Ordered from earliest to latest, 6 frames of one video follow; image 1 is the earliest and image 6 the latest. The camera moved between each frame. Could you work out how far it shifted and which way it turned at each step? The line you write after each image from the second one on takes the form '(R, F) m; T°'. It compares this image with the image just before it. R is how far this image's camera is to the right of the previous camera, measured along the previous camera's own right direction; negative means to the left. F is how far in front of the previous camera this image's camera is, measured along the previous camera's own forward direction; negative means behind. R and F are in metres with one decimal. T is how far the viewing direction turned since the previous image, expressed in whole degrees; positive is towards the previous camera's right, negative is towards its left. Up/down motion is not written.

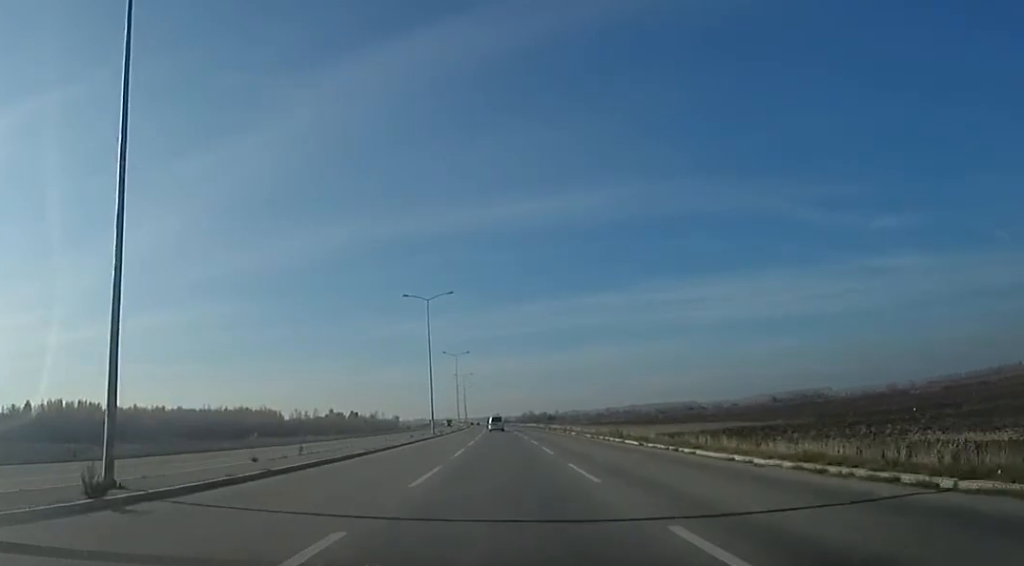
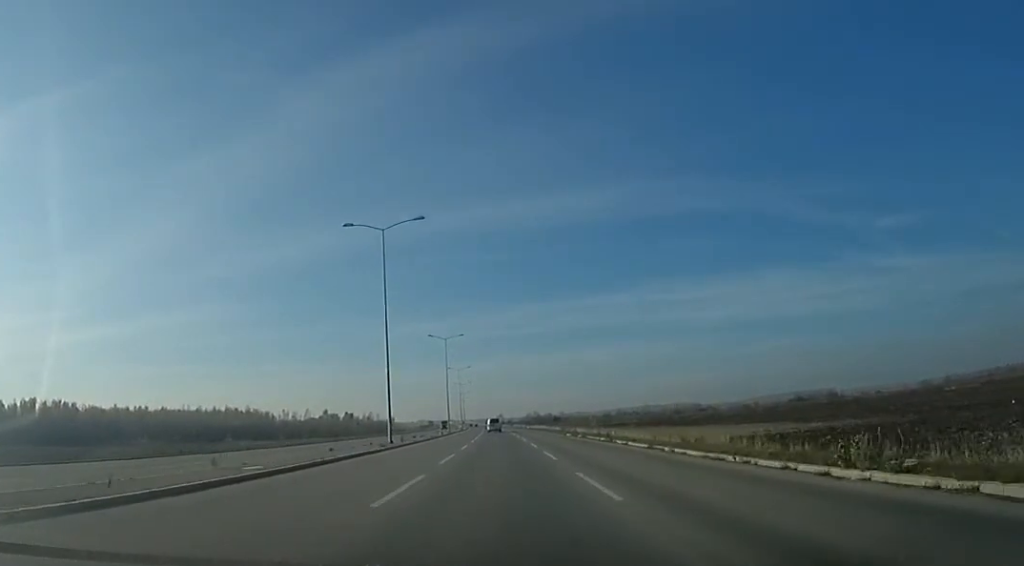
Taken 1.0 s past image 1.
(+0.6, +23.1) m; 0°
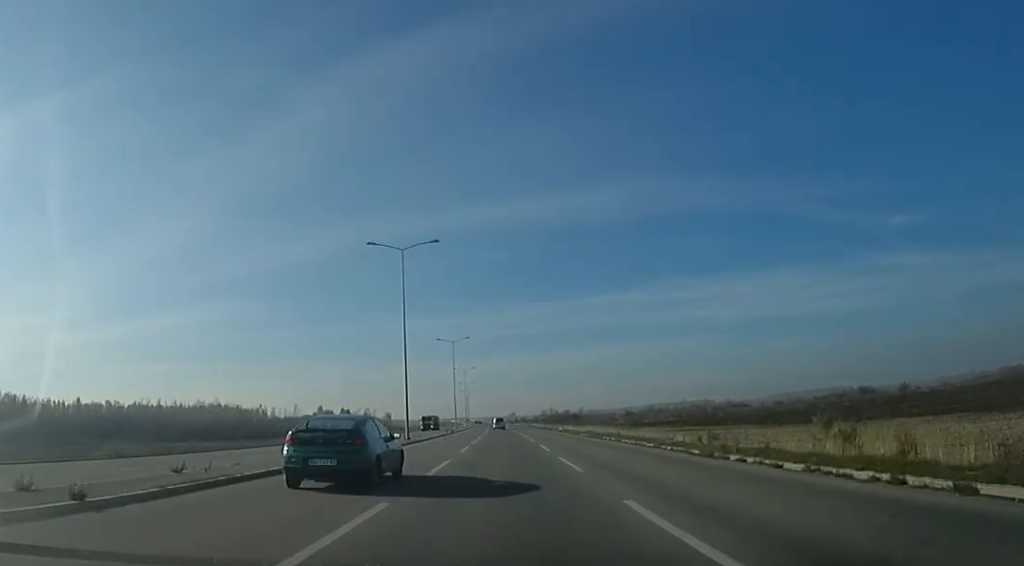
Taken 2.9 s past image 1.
(-1.2, +45.1) m; -2°
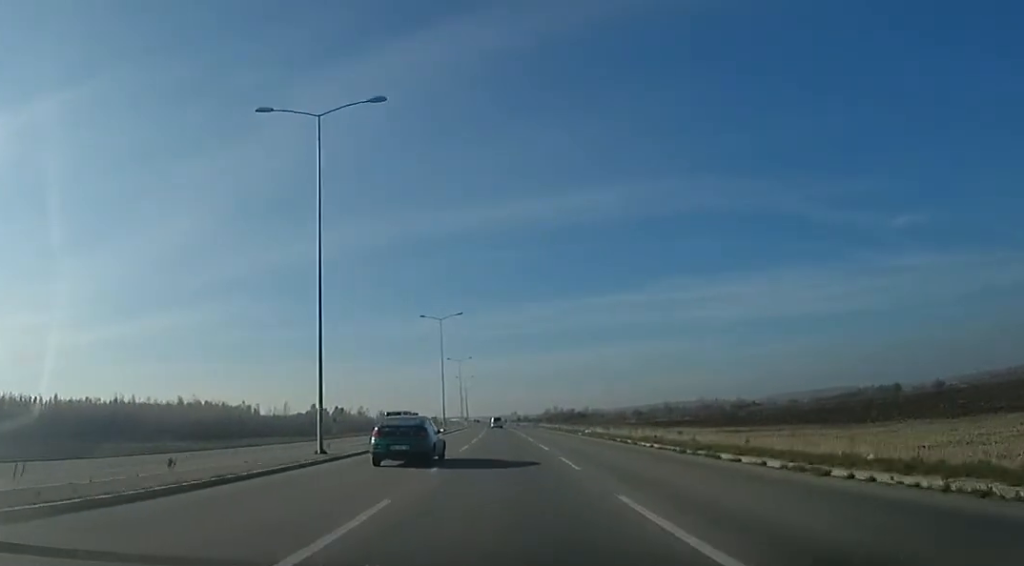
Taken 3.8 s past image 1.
(0.0, +19.8) m; -1°
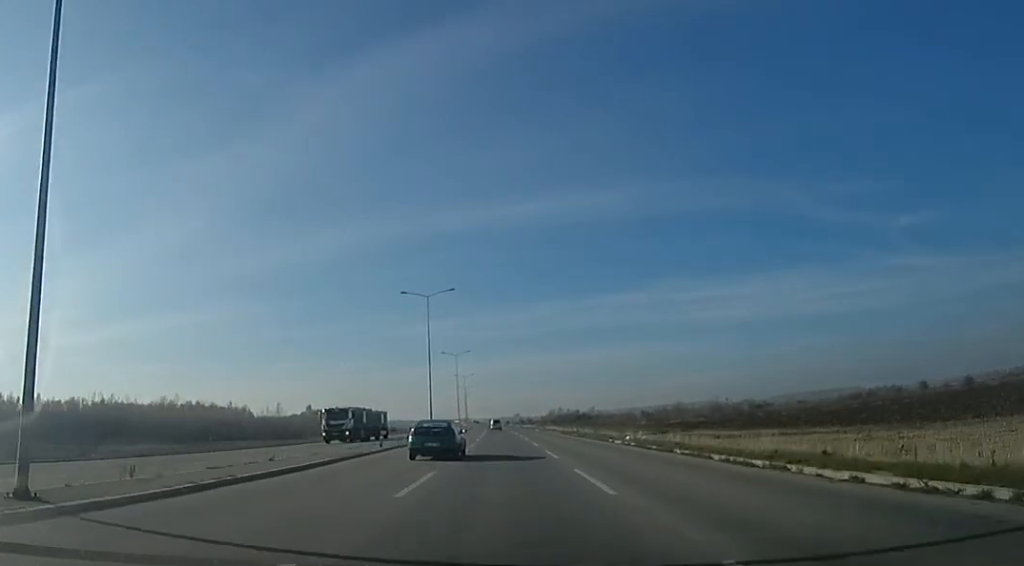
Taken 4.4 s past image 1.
(-0.2, +14.3) m; 0°
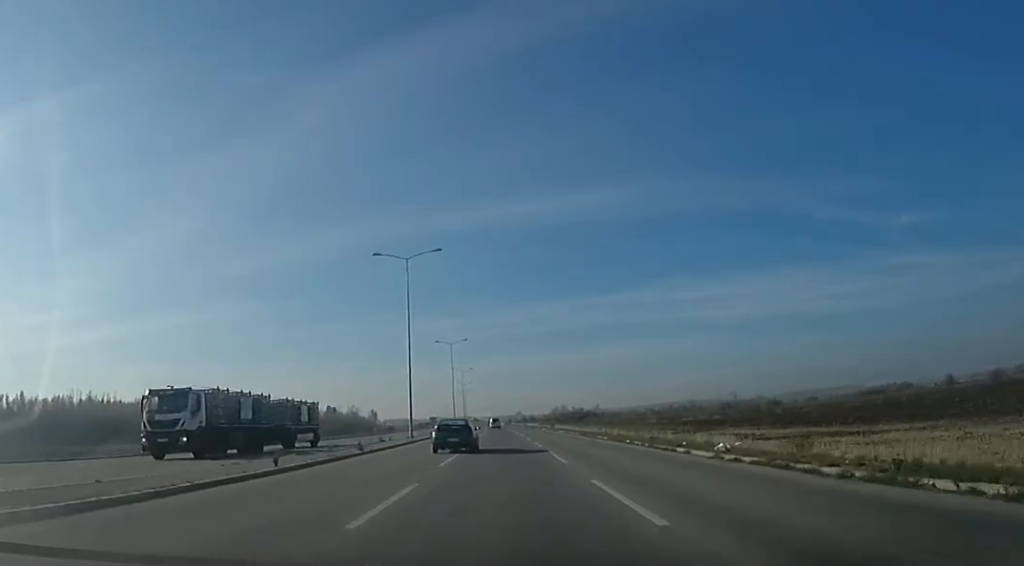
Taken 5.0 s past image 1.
(-0.4, +13.1) m; 0°
